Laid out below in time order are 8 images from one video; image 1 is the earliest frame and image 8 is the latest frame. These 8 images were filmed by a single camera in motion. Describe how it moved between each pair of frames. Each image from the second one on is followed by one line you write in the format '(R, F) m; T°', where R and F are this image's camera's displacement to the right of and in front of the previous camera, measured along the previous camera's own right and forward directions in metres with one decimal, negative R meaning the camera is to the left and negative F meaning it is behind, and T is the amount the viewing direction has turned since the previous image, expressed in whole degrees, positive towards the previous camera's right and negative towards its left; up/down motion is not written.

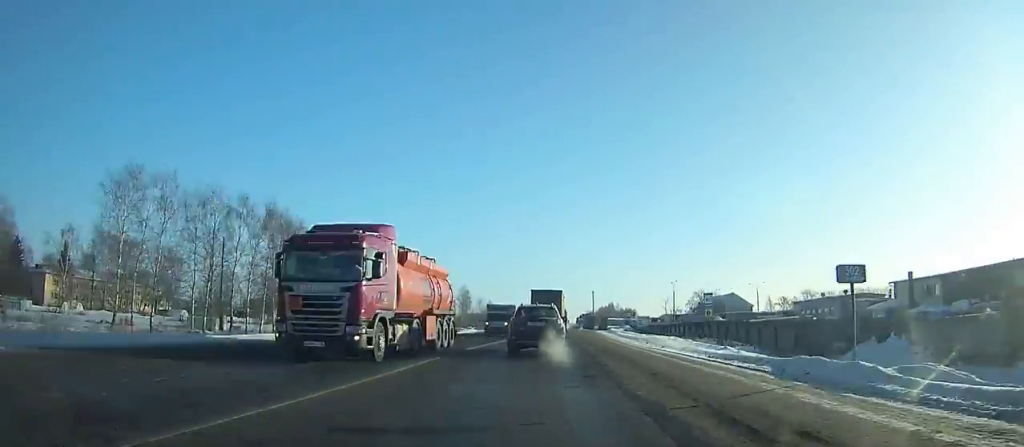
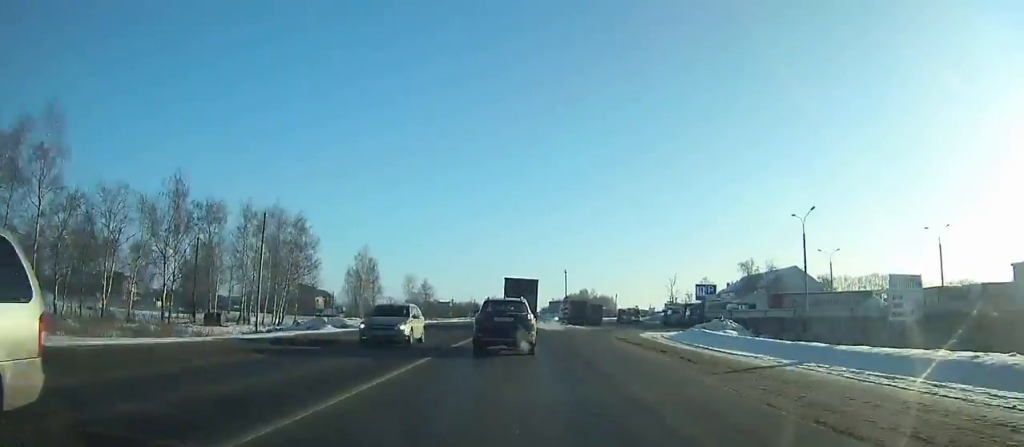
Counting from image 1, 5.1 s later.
(+3.0, +73.0) m; +3°
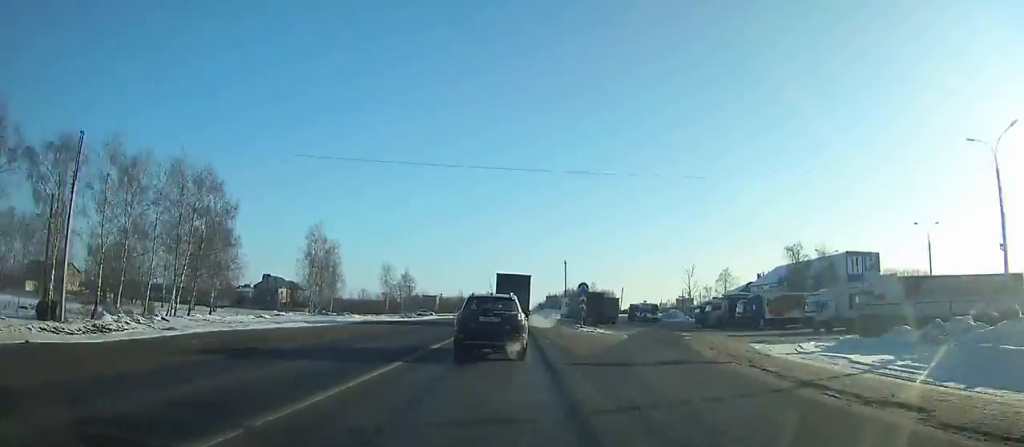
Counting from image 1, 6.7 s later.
(+0.1, +23.0) m; 0°
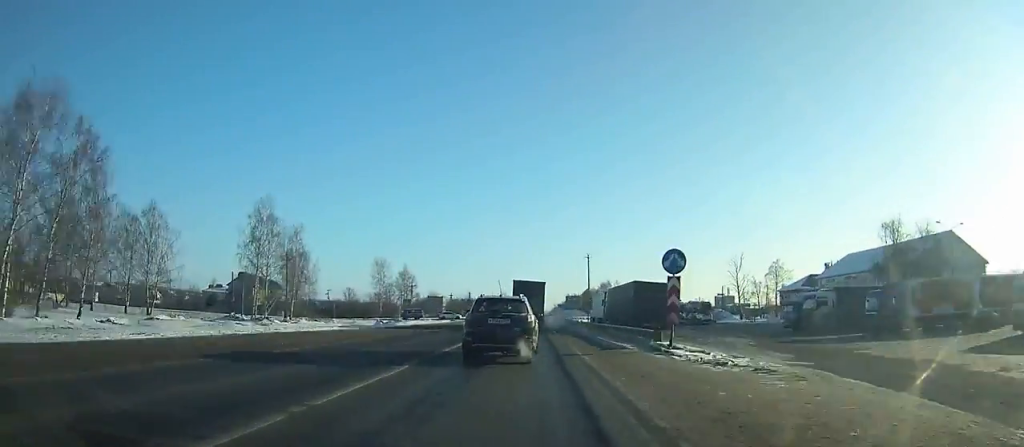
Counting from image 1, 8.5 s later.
(-0.1, +25.7) m; 0°
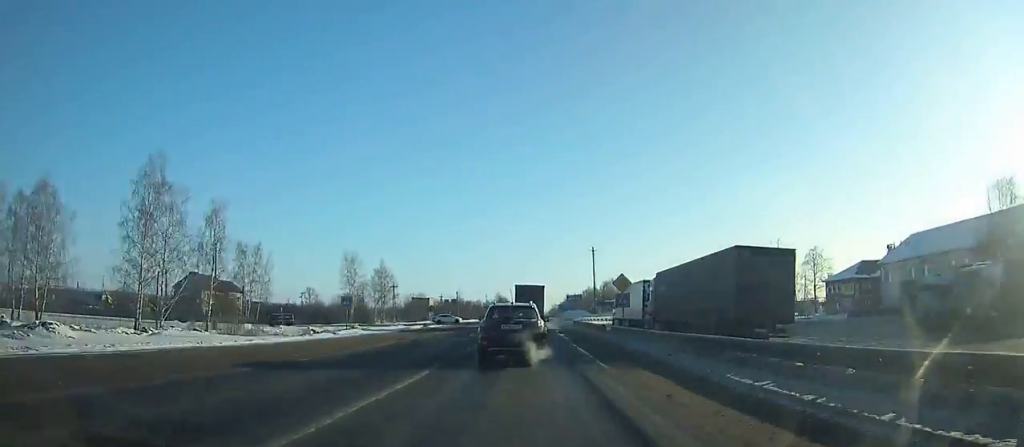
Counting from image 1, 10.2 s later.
(-0.2, +24.2) m; 0°
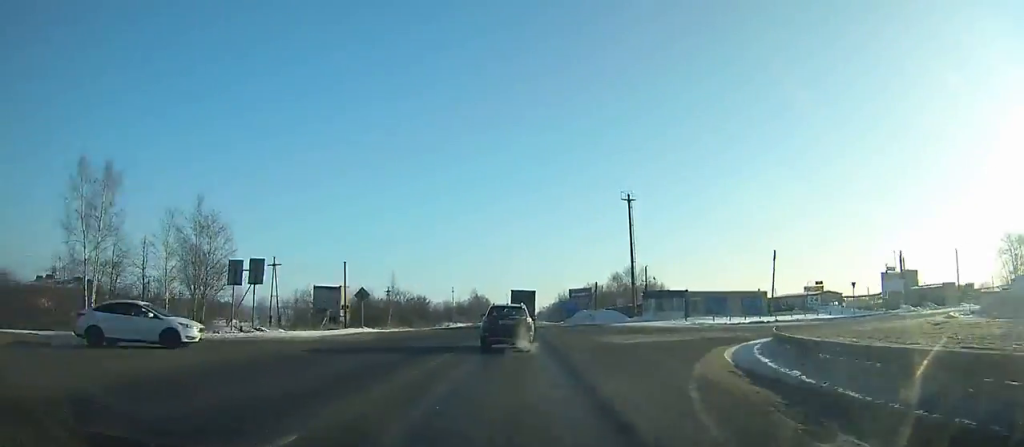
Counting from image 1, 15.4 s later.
(+0.4, +77.8) m; 0°
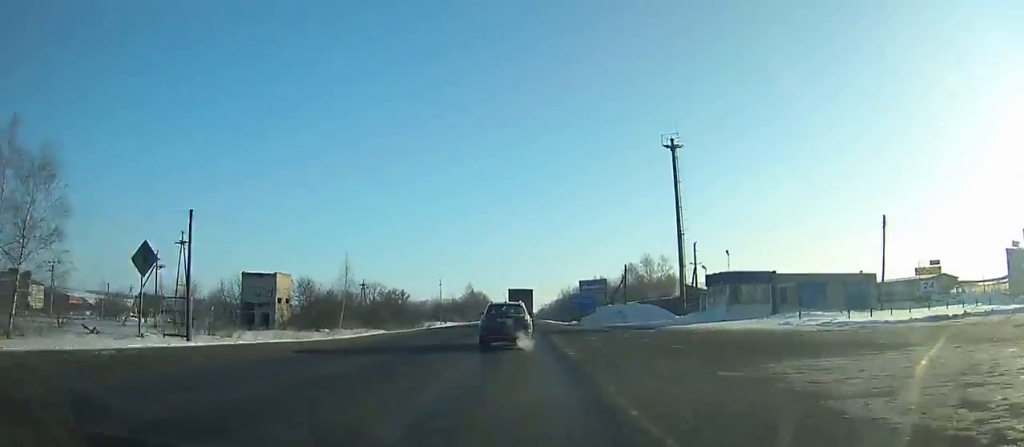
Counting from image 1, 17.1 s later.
(+0.1, +27.0) m; 0°
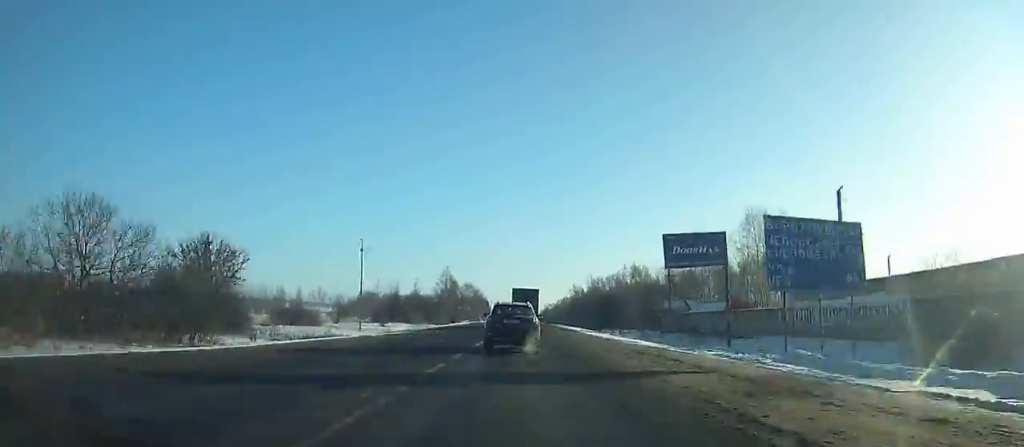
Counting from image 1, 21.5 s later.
(-0.2, +73.9) m; 0°
